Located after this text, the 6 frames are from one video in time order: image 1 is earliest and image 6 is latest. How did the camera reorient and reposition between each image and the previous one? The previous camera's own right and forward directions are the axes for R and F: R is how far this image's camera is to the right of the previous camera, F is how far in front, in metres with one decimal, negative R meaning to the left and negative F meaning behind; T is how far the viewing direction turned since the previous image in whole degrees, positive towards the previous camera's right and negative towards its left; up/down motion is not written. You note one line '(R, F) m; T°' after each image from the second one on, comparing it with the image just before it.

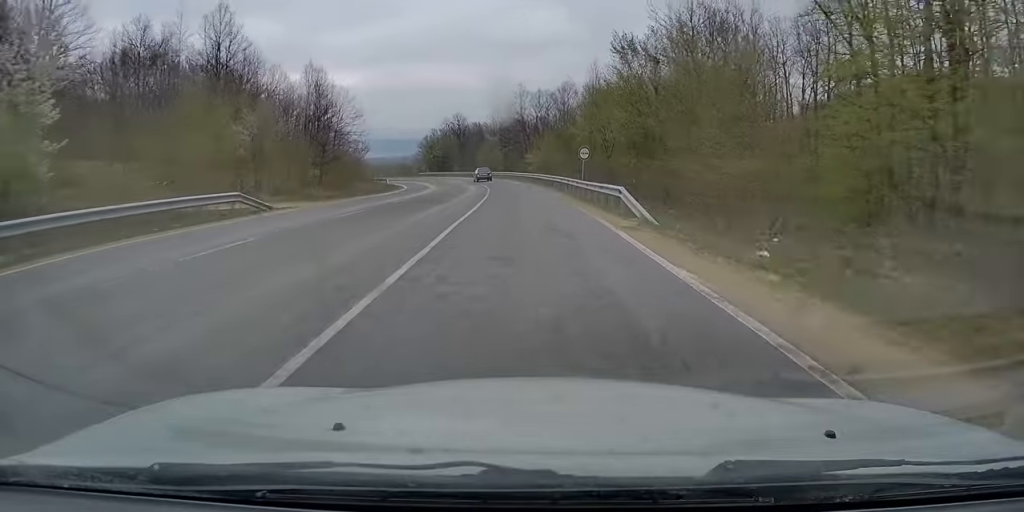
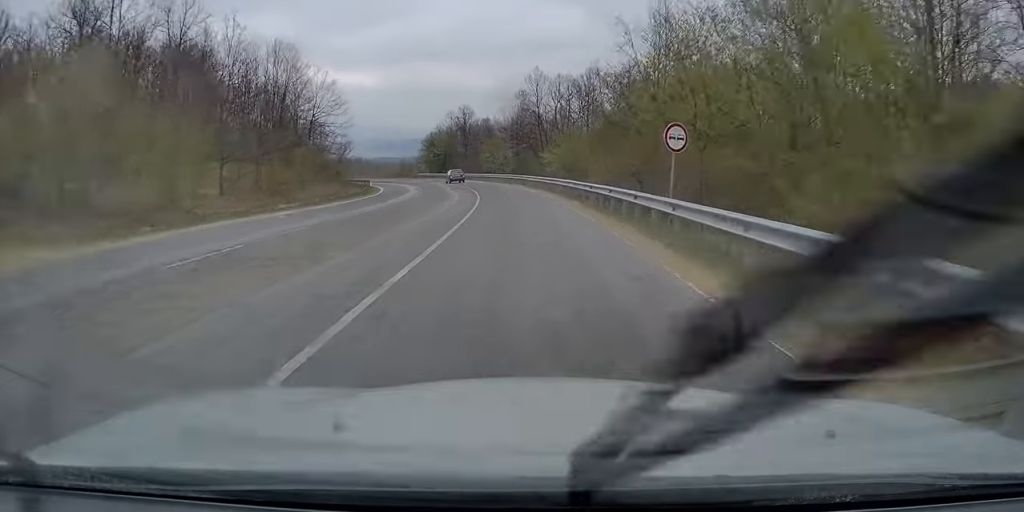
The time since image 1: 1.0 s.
(0.0, +18.7) m; -2°
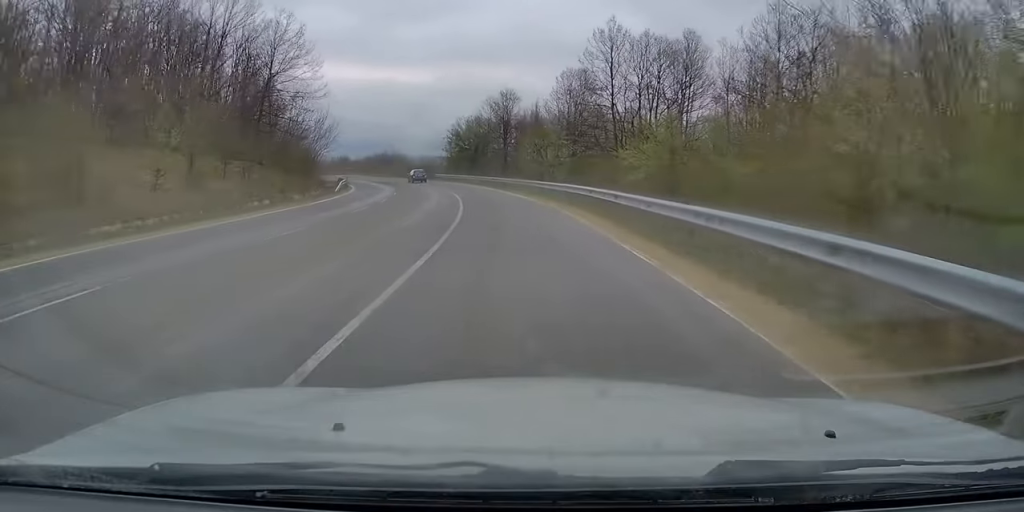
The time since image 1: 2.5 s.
(-1.3, +30.2) m; -5°
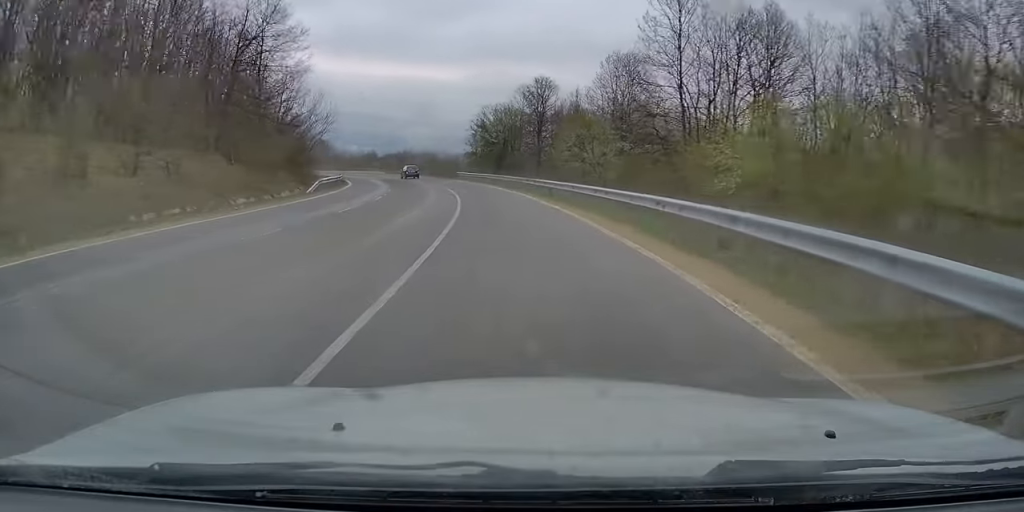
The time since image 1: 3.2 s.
(+0.1, +12.8) m; -3°
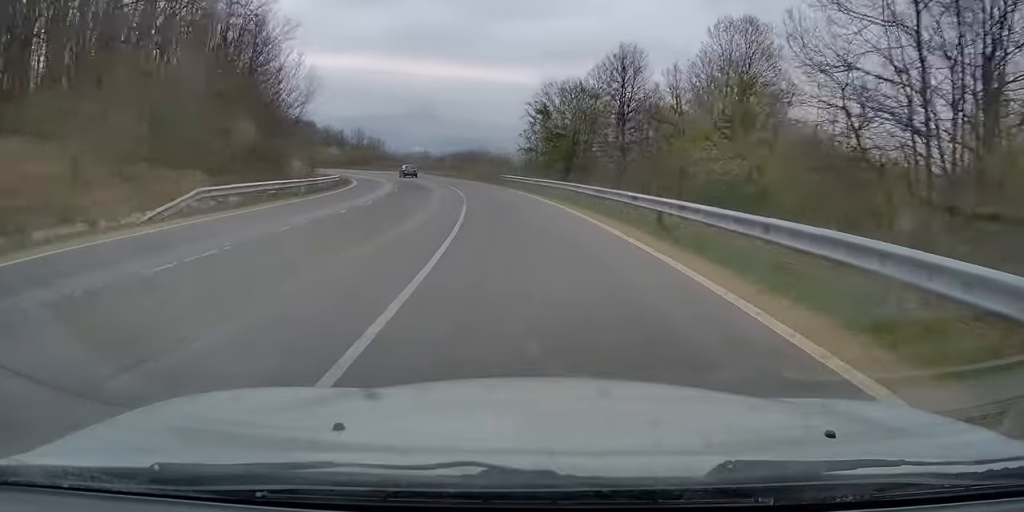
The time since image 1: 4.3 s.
(-1.4, +20.5) m; -5°
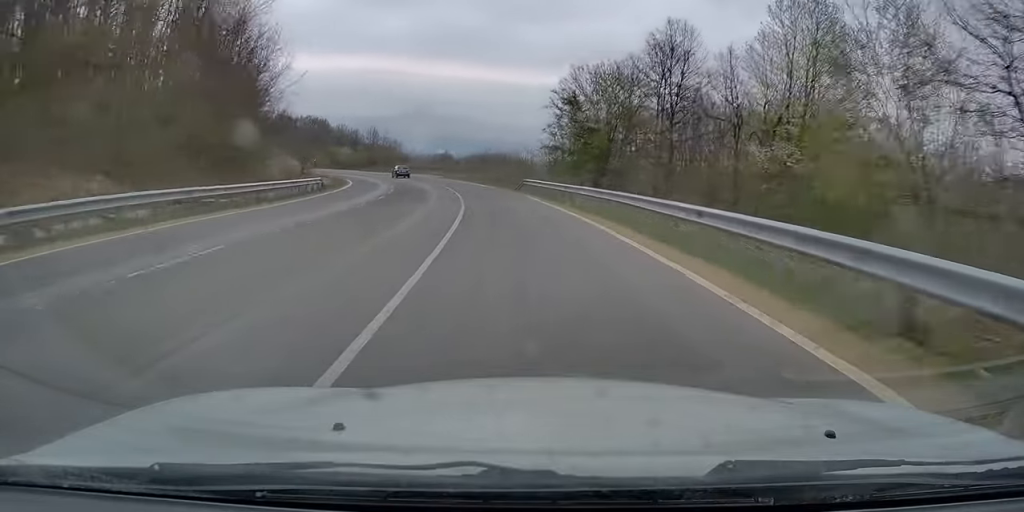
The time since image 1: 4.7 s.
(+0.1, +9.0) m; -2°
